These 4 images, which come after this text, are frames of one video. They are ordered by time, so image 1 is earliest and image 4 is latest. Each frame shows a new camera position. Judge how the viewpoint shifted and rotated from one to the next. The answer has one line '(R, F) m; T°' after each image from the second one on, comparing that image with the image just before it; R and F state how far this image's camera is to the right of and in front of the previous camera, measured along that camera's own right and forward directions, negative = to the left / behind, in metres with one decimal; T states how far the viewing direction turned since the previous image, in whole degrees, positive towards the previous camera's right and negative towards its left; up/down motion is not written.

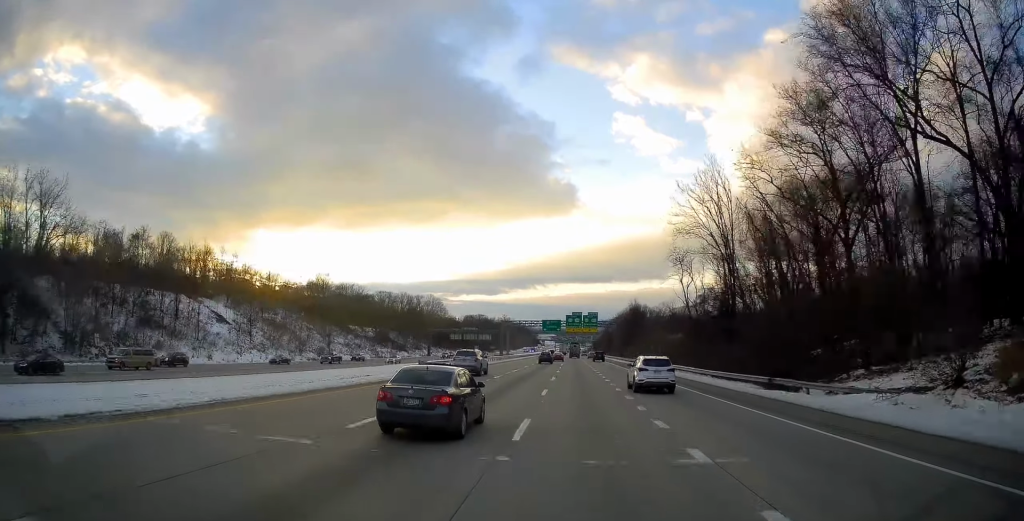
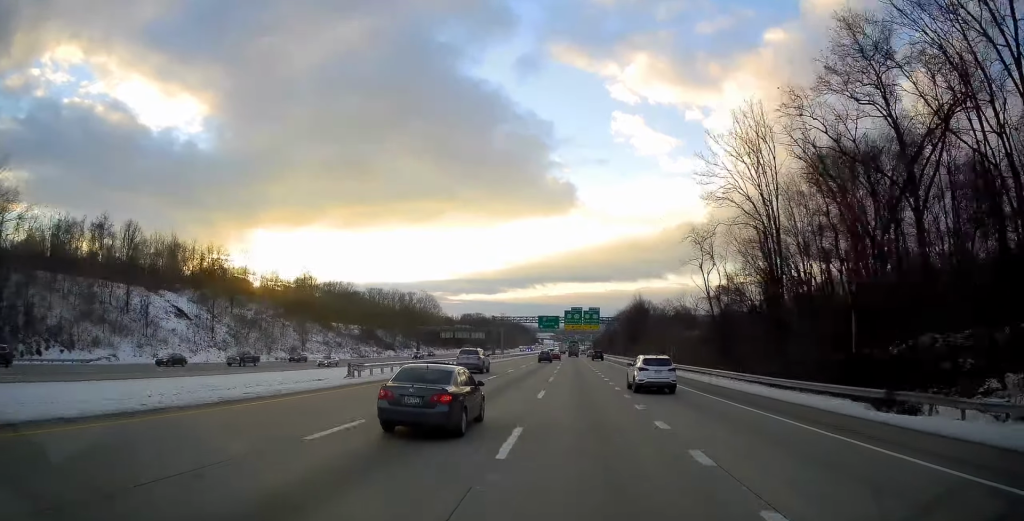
(0.0, +14.0) m; 0°
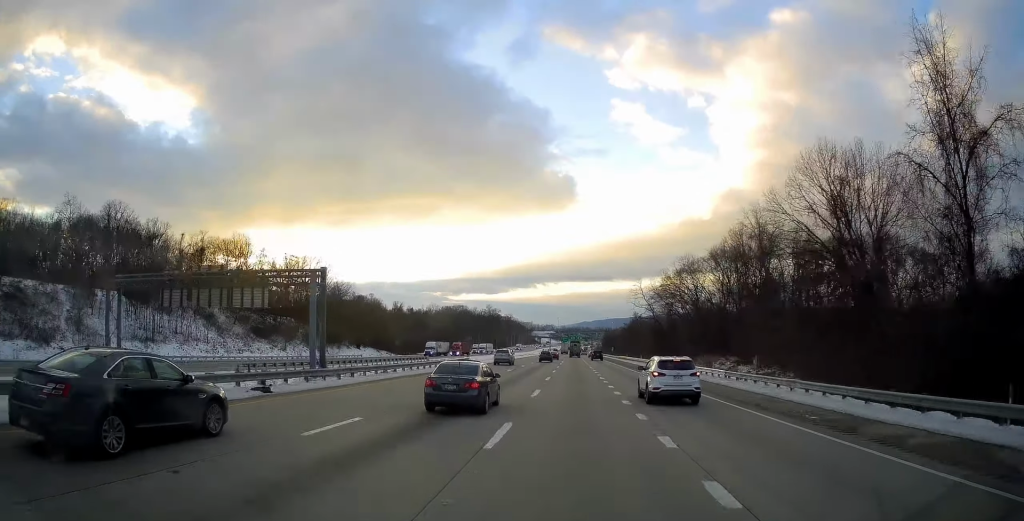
(+1.7, +145.2) m; 0°
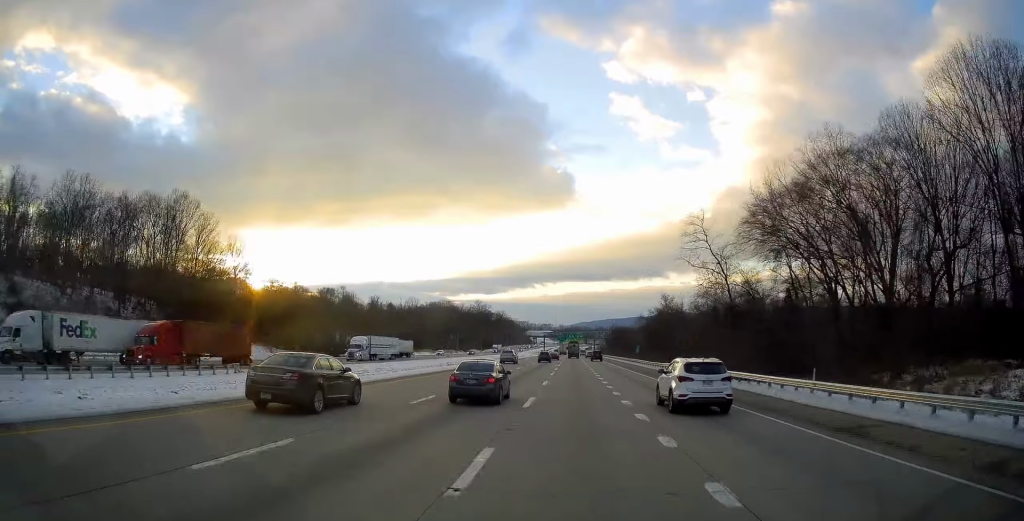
(0.0, +64.1) m; 0°
